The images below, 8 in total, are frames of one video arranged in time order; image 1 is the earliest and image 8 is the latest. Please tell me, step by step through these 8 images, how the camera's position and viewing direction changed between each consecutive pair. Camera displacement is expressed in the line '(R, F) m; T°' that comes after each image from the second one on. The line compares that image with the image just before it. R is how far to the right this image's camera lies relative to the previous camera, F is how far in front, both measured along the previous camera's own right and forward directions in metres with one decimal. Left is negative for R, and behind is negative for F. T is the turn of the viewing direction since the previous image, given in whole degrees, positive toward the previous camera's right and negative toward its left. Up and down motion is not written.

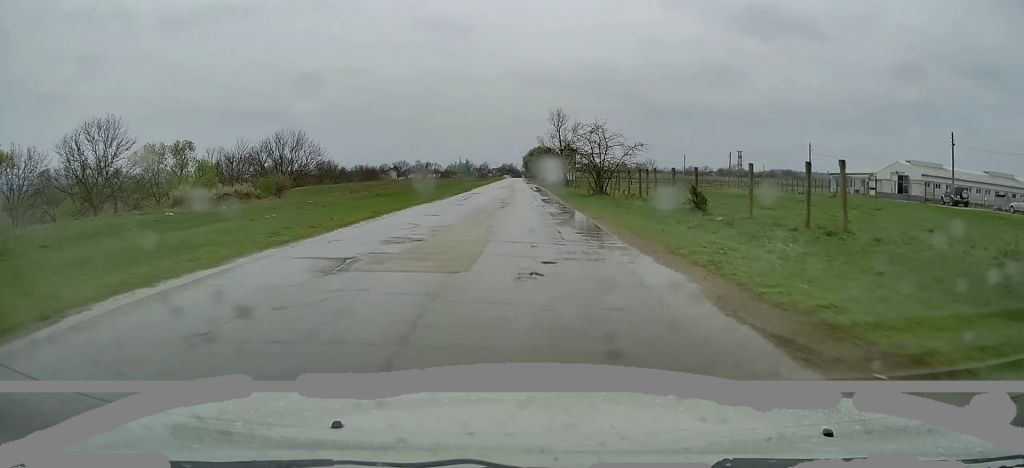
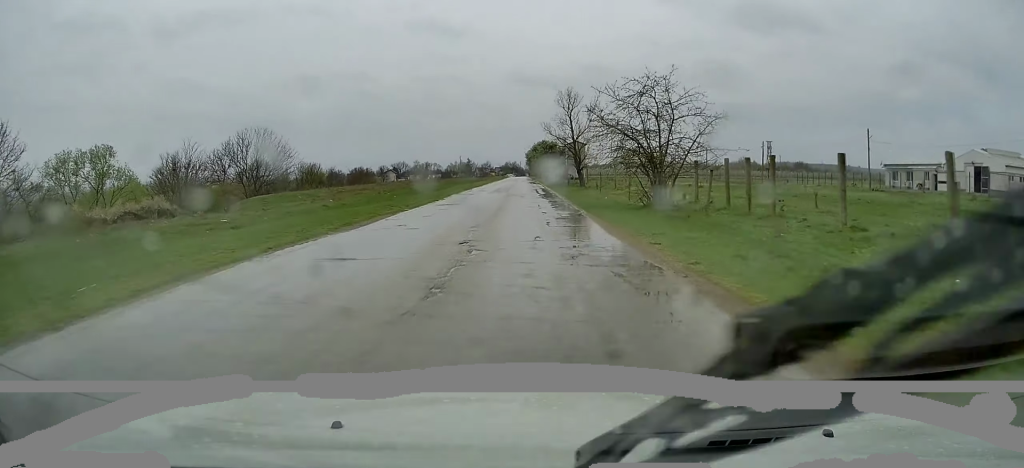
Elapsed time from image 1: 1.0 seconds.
(0.0, +17.6) m; 0°
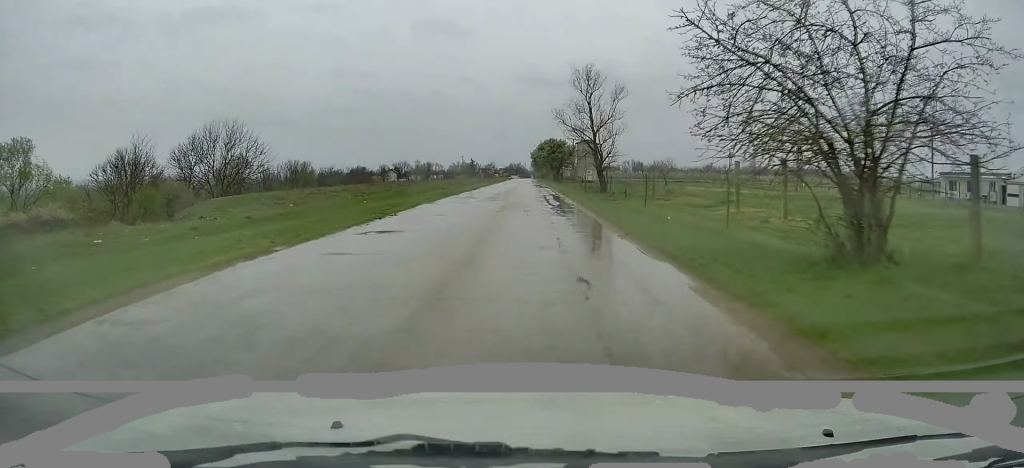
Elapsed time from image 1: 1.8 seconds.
(0.0, +13.4) m; 0°
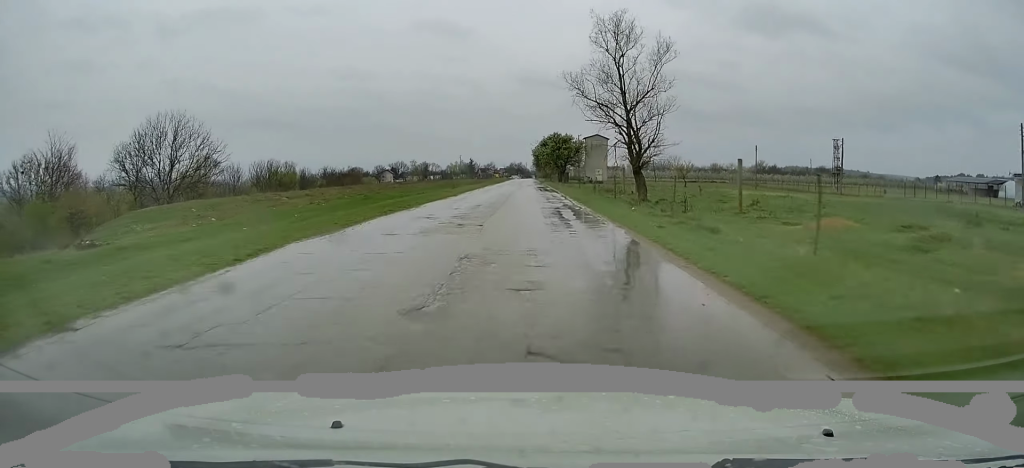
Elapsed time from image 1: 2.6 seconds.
(0.0, +15.1) m; 0°
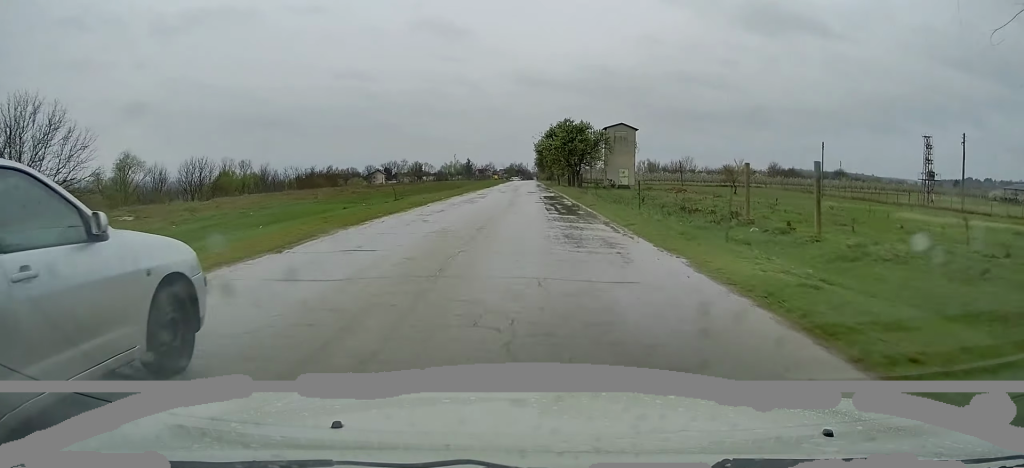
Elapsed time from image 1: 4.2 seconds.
(0.0, +27.4) m; 0°
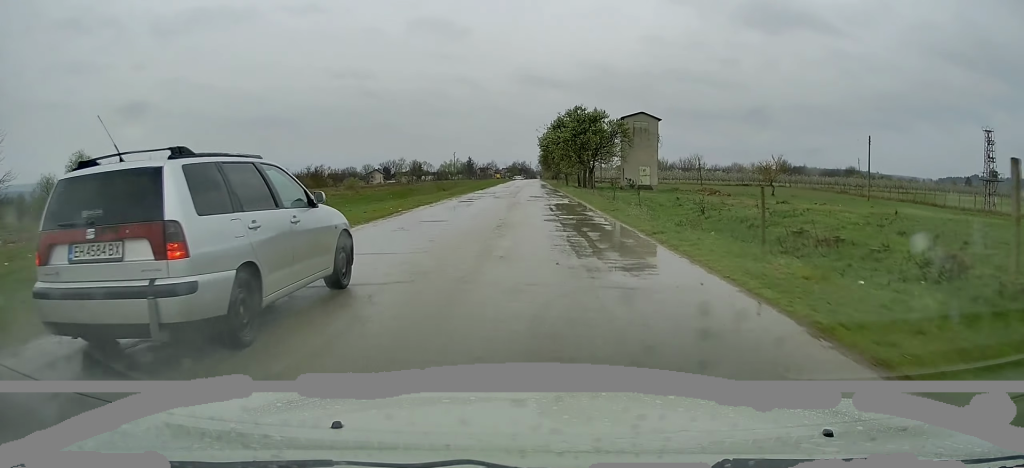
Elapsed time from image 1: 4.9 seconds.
(-0.1, +12.8) m; -1°
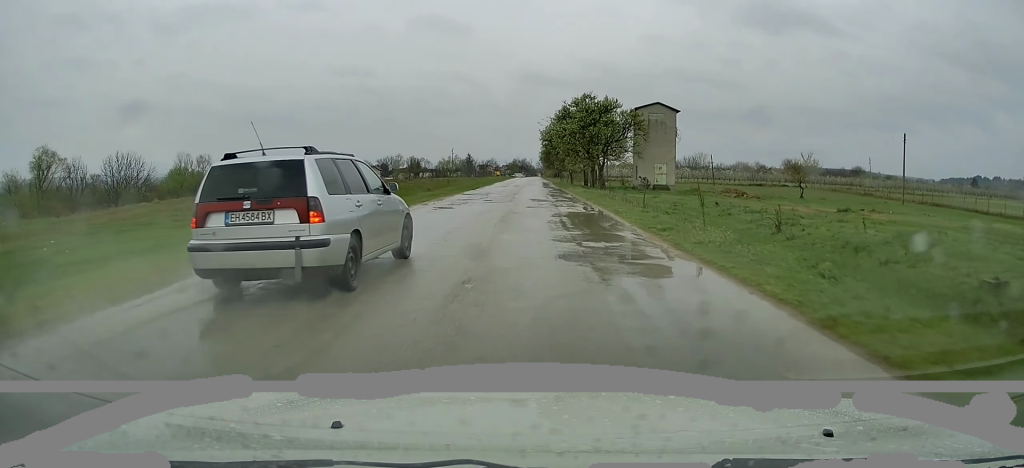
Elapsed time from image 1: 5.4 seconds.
(0.0, +8.2) m; 0°
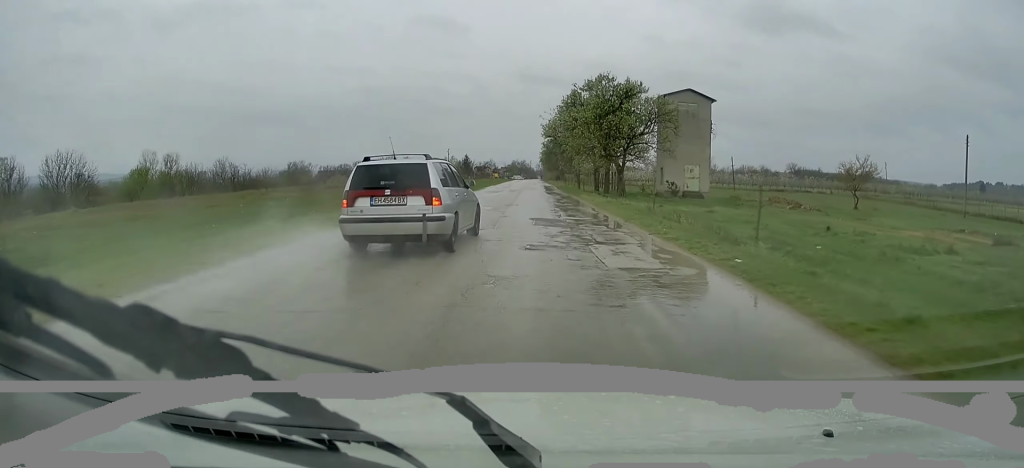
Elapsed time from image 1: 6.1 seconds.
(-0.1, +12.2) m; 0°
